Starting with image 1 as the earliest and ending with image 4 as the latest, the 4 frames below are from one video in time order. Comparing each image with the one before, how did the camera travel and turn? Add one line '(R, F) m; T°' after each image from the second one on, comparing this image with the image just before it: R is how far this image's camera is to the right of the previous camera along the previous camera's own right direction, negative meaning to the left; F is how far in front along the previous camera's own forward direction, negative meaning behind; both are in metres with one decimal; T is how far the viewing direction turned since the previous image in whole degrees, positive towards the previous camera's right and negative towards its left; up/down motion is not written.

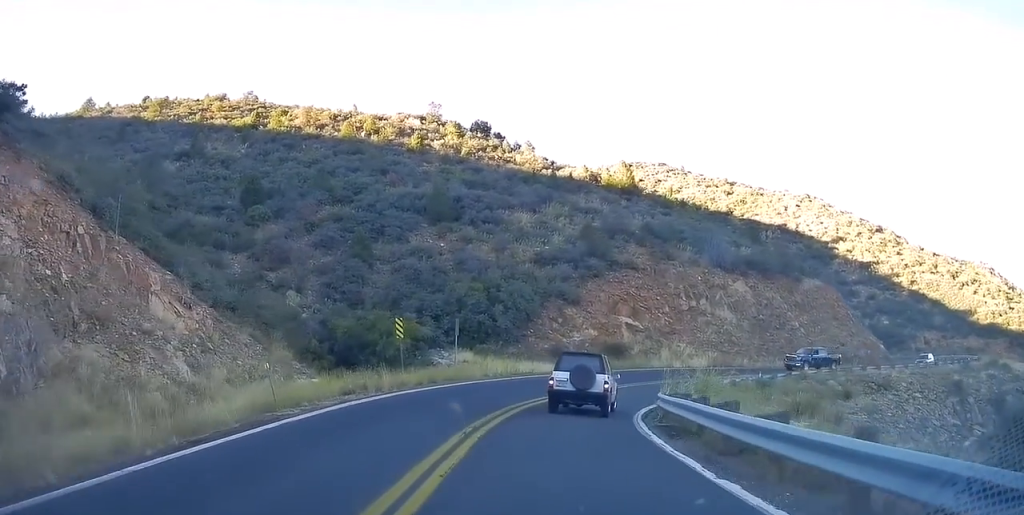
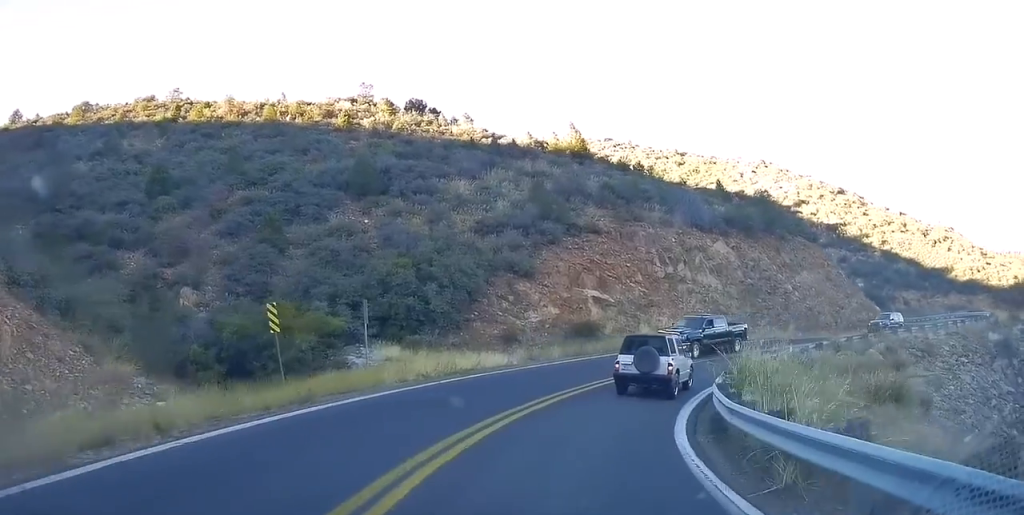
(+0.3, +10.3) m; +3°
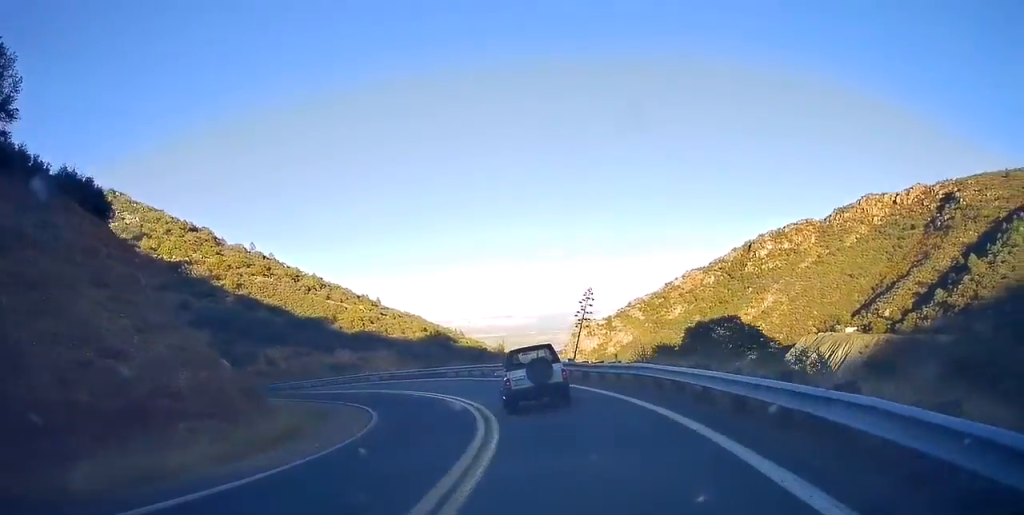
(+20.0, +35.2) m; +60°
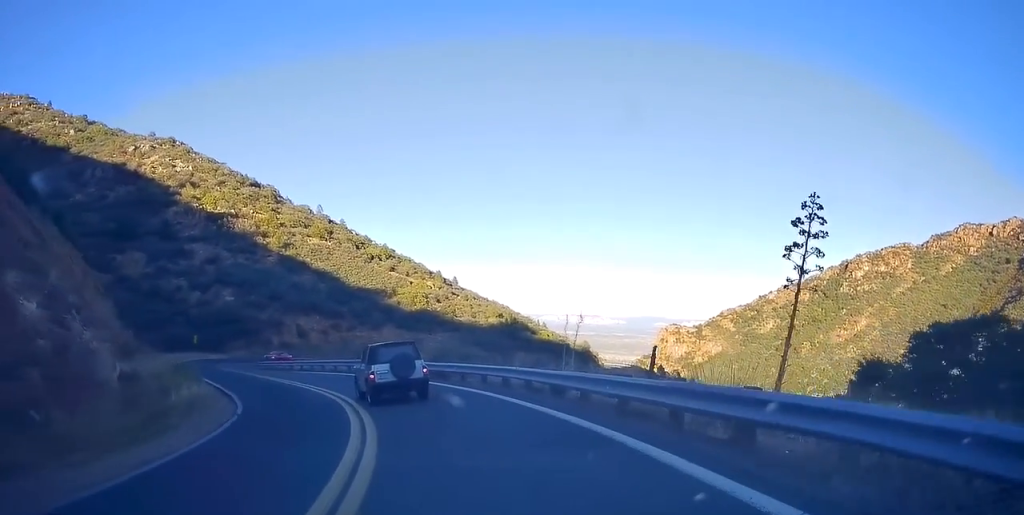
(+0.5, +19.3) m; -8°
